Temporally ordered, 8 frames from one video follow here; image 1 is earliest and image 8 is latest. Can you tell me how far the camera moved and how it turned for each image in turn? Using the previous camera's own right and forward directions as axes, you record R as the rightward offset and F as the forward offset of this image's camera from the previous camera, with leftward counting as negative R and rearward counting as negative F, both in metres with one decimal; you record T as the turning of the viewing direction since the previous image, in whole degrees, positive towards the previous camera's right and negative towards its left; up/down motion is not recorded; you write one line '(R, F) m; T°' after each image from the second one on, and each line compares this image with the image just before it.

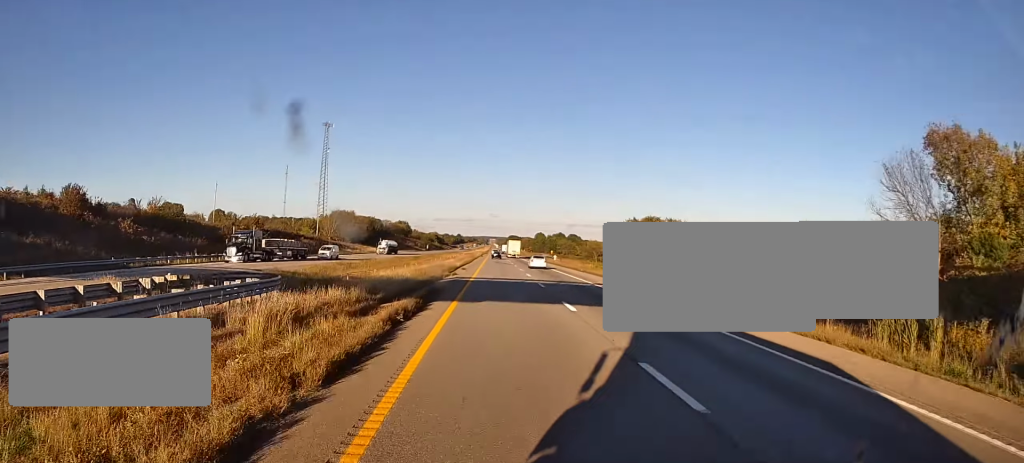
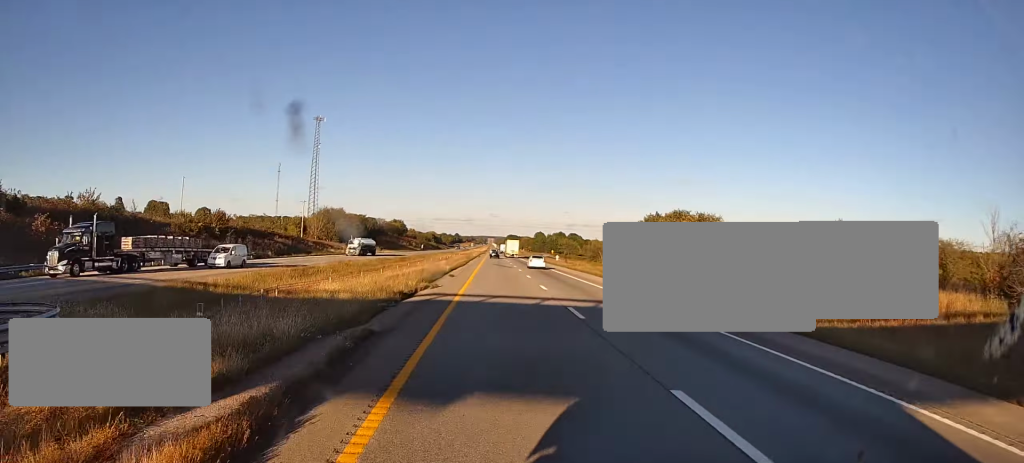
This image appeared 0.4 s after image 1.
(-0.1, +14.2) m; 0°
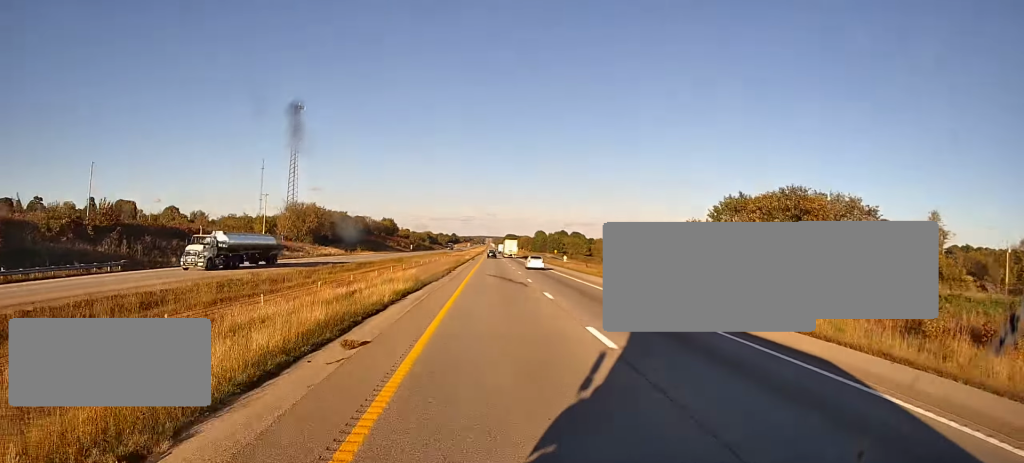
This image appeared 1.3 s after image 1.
(+0.5, +29.4) m; -1°
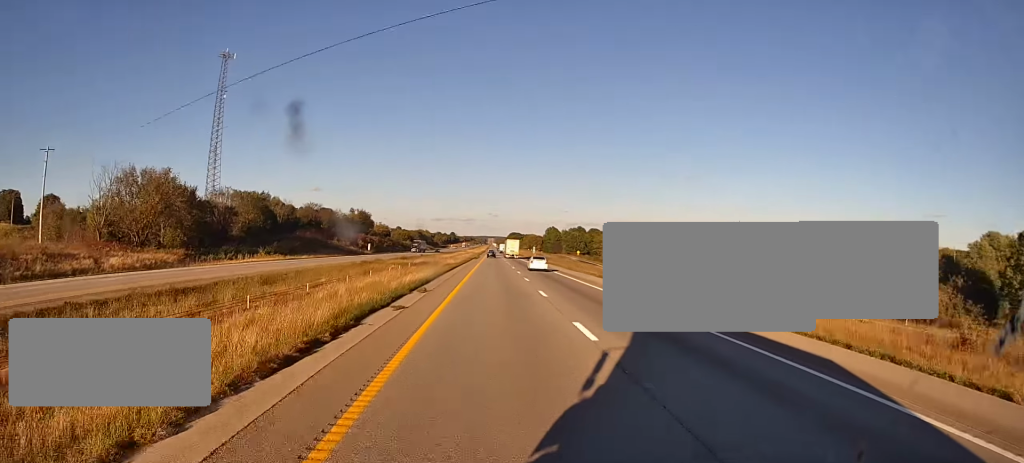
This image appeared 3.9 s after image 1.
(+0.2, +83.9) m; +1°
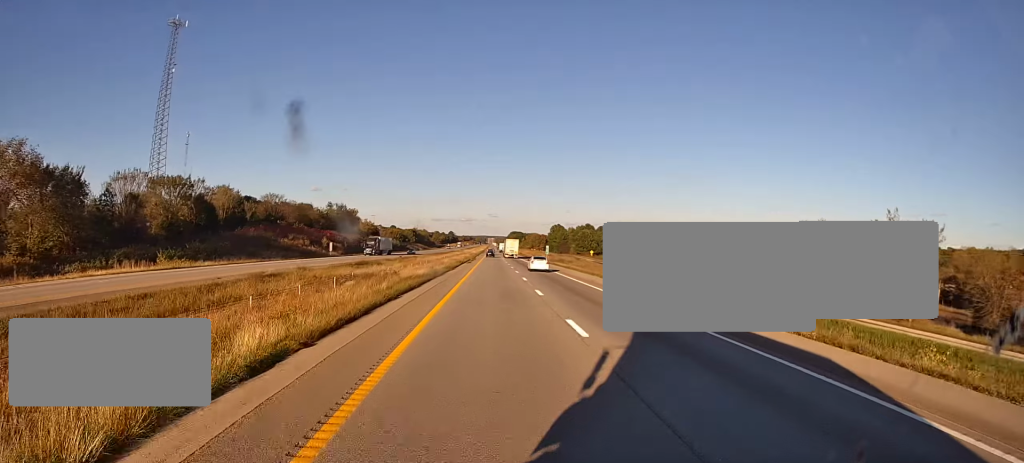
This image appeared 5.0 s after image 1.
(-0.4, +36.0) m; -1°
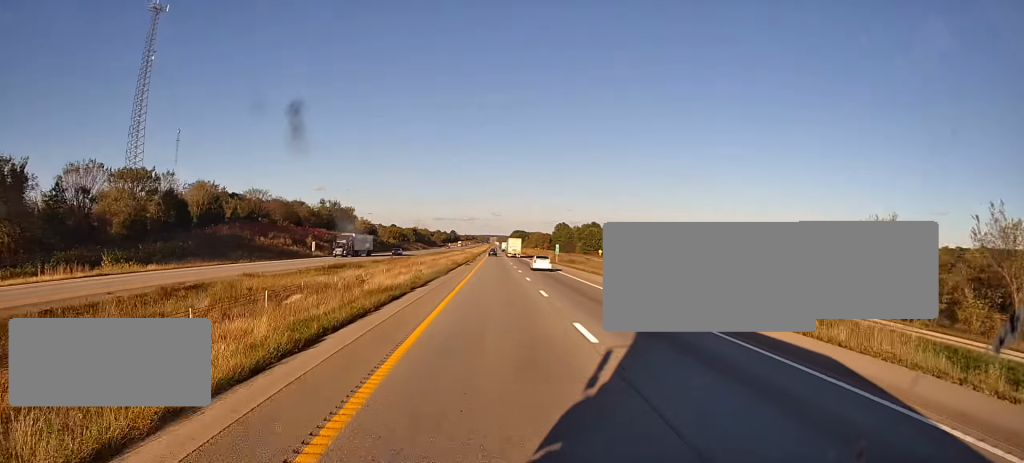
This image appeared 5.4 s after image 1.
(0.0, +13.1) m; 0°
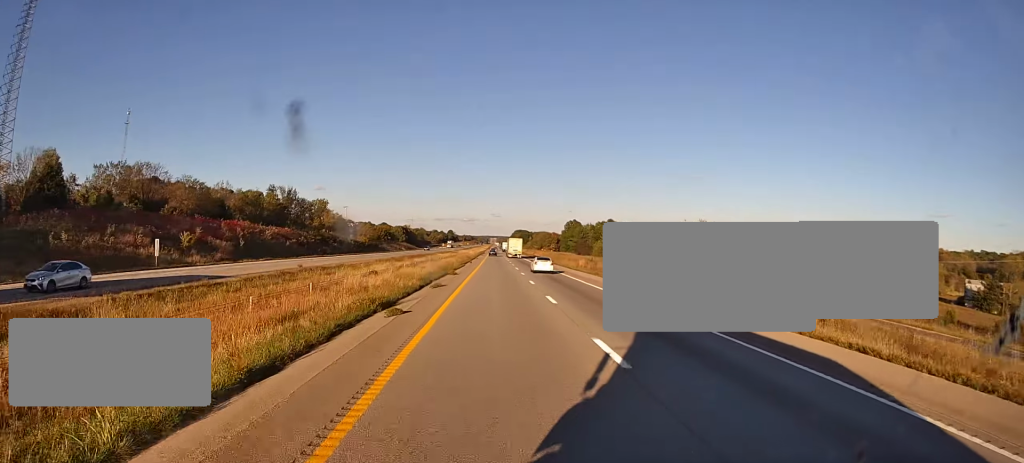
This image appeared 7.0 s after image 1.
(+0.2, +51.3) m; +1°
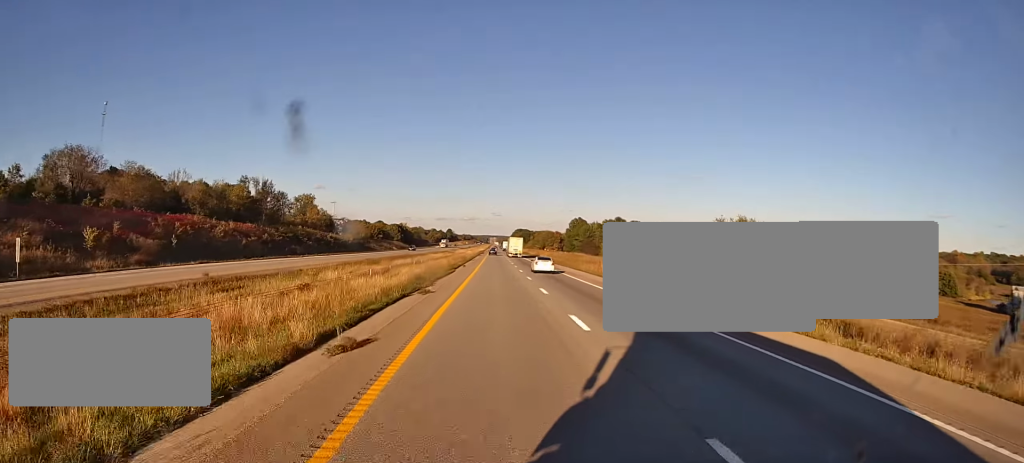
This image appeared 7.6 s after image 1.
(+0.1, +19.6) m; 0°
